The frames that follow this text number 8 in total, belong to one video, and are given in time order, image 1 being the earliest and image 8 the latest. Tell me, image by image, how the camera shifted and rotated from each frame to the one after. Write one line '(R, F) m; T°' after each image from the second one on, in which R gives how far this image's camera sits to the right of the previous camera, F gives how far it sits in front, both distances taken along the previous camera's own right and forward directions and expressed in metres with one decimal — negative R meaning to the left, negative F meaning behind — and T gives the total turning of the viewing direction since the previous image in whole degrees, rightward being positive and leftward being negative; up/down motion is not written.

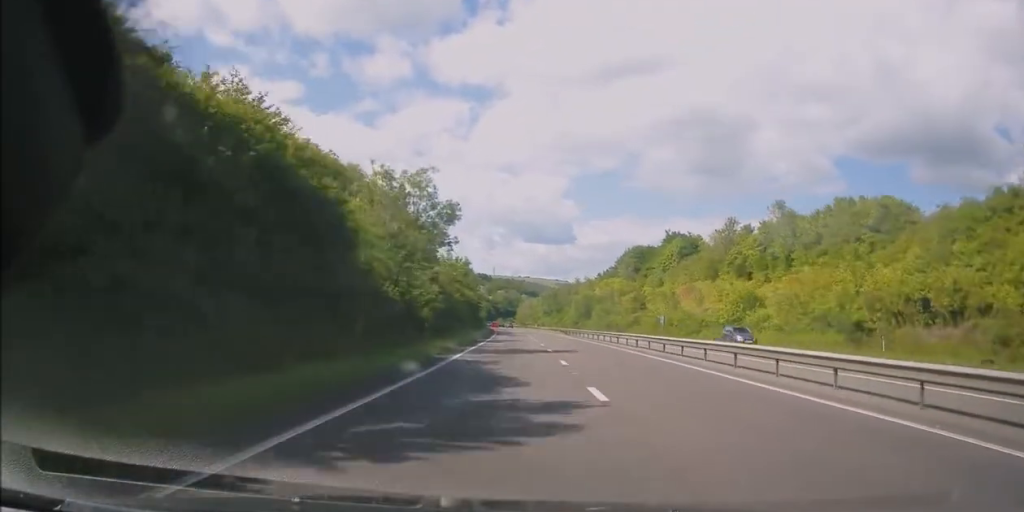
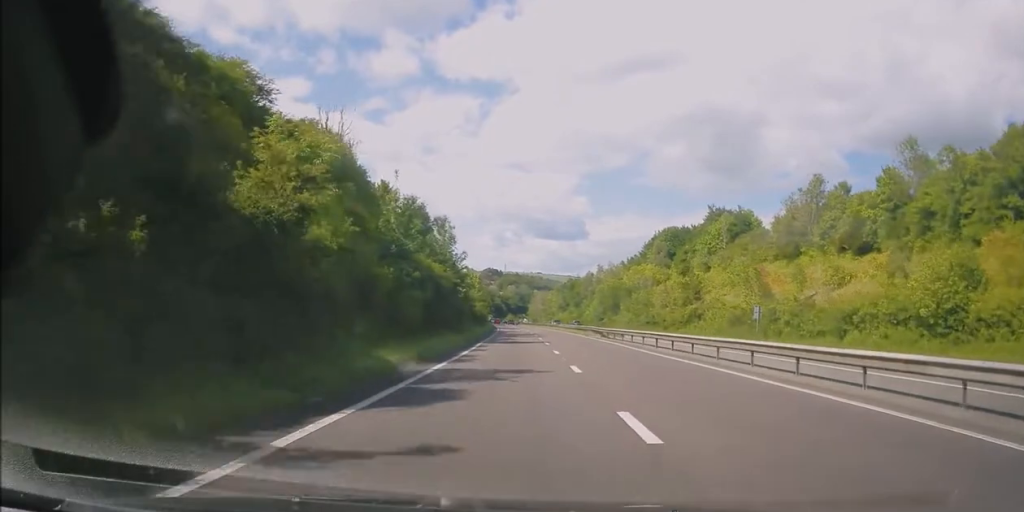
(-0.4, +29.8) m; -1°
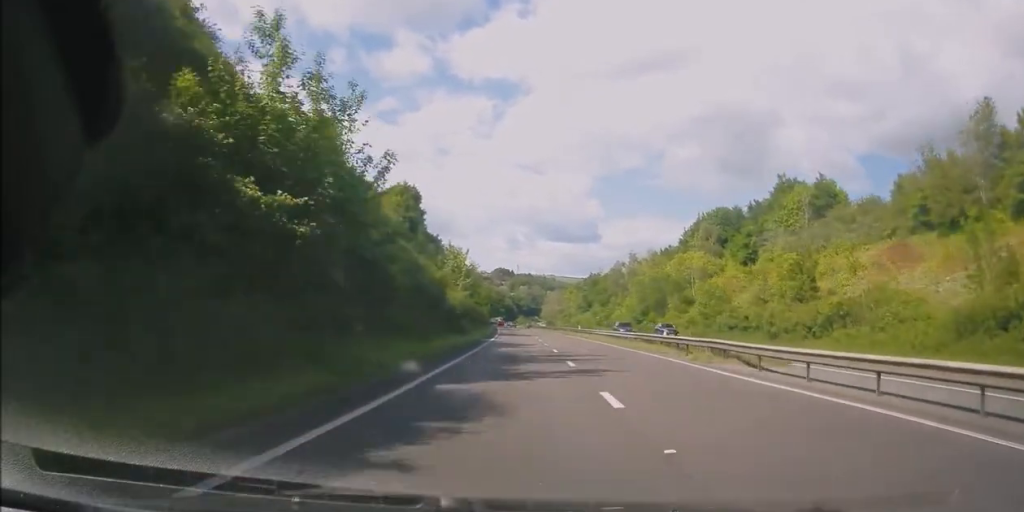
(-0.3, +33.4) m; -1°
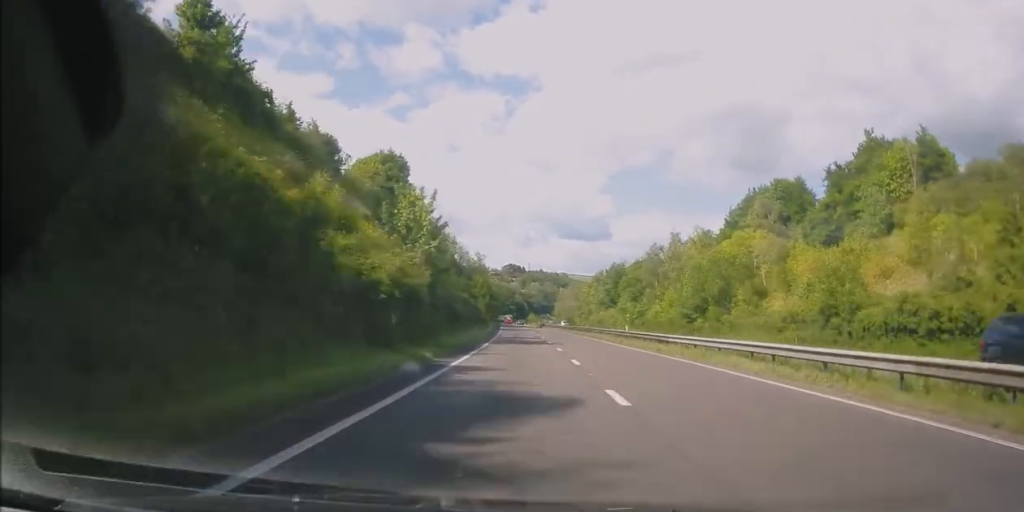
(-0.2, +25.9) m; -1°
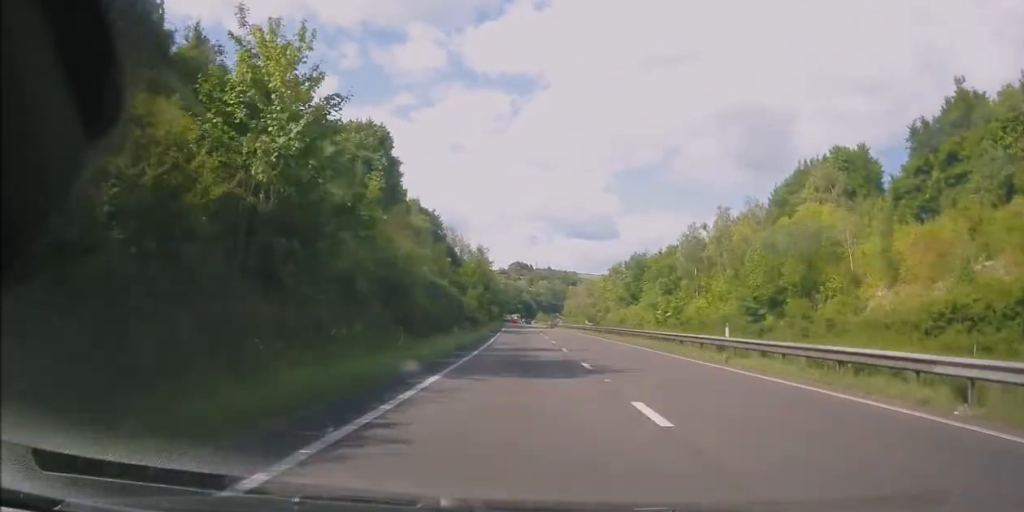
(-0.2, +20.4) m; -1°
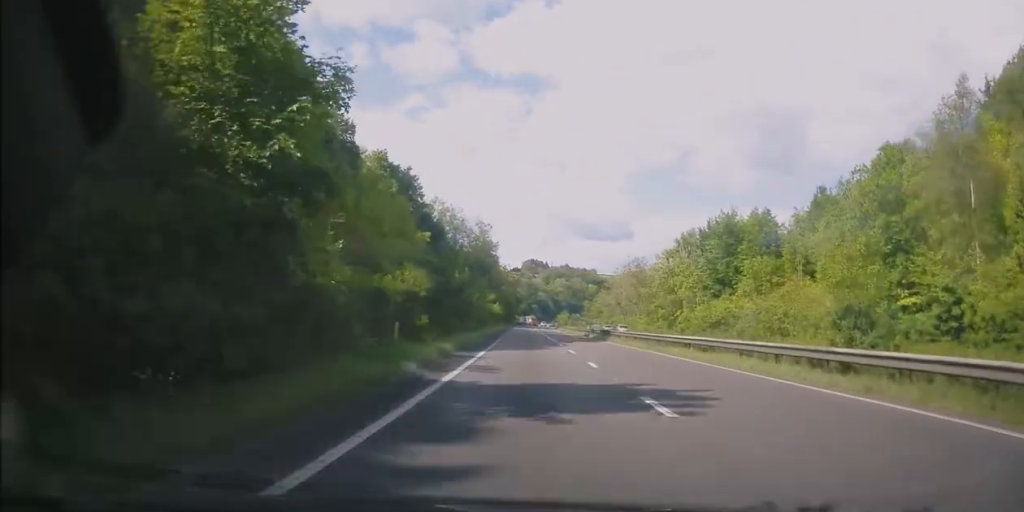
(-0.4, +51.9) m; -1°
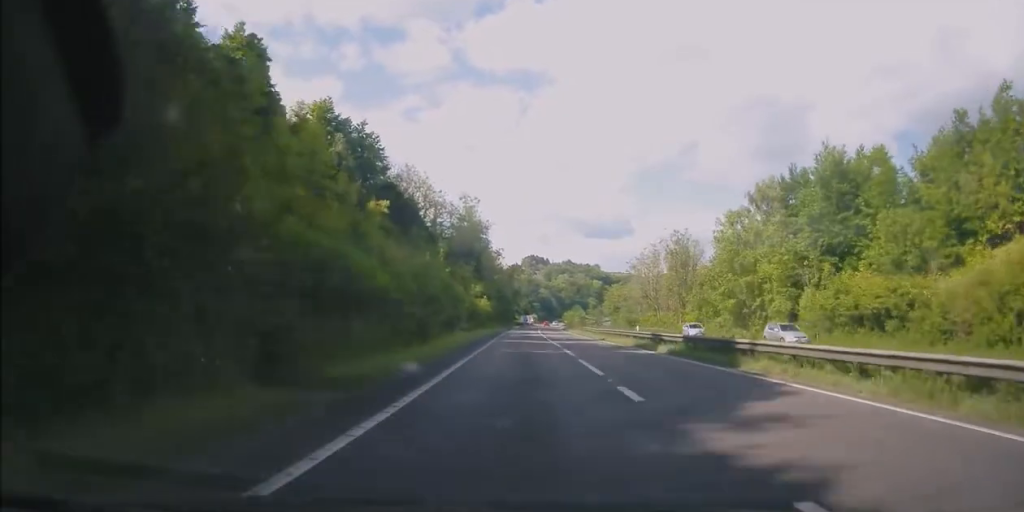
(-0.2, +30.3) m; 0°
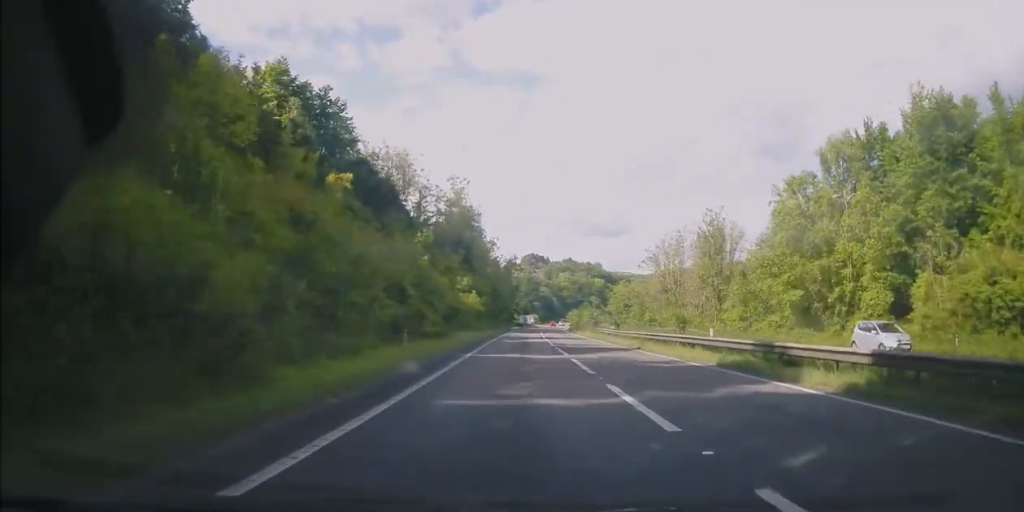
(-0.1, +15.5) m; 0°
